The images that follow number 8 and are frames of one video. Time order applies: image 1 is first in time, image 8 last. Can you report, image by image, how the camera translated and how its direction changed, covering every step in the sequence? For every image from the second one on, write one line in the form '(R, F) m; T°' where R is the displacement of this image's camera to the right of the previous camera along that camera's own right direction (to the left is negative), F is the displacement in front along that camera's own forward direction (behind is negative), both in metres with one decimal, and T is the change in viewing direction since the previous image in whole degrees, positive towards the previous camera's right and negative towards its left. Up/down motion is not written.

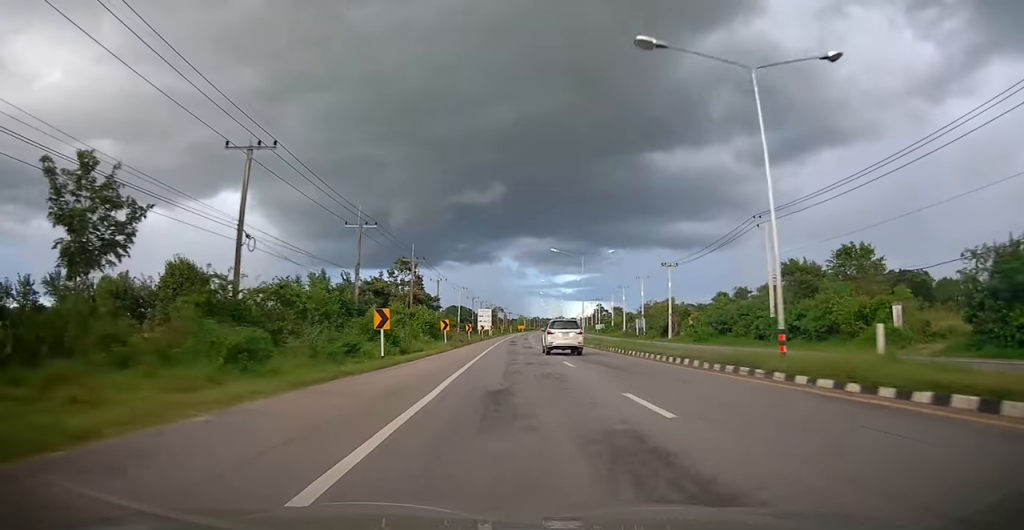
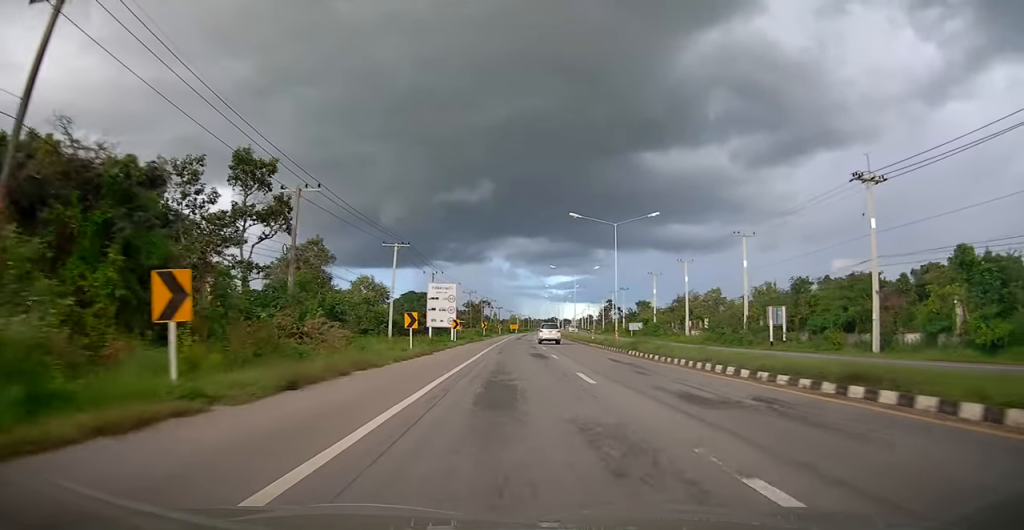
(-0.7, +53.9) m; -1°
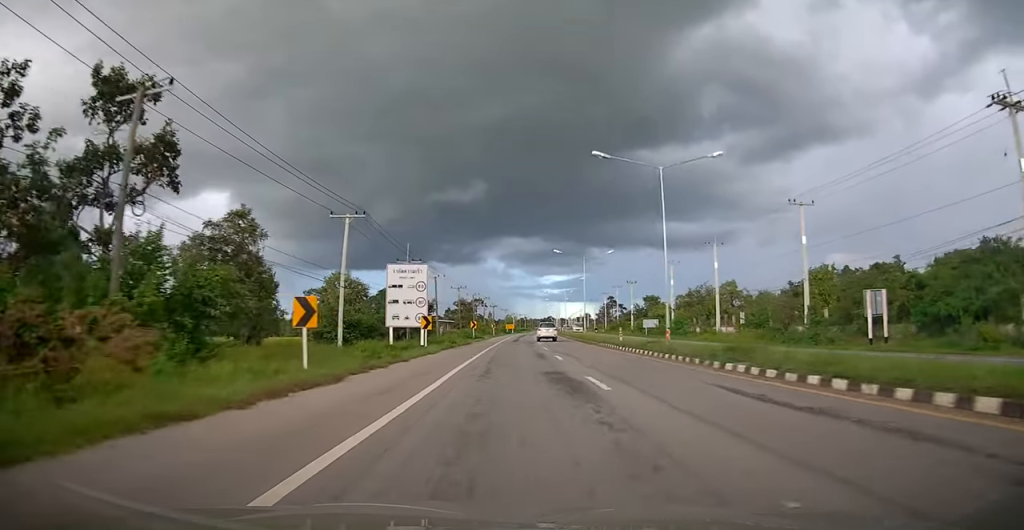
(+0.3, +14.0) m; +2°
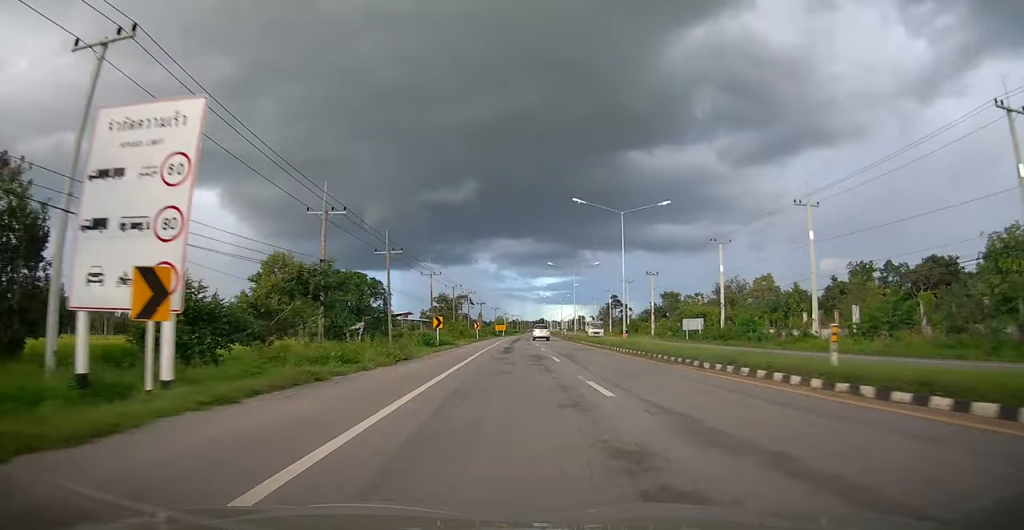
(+0.2, +24.7) m; 0°
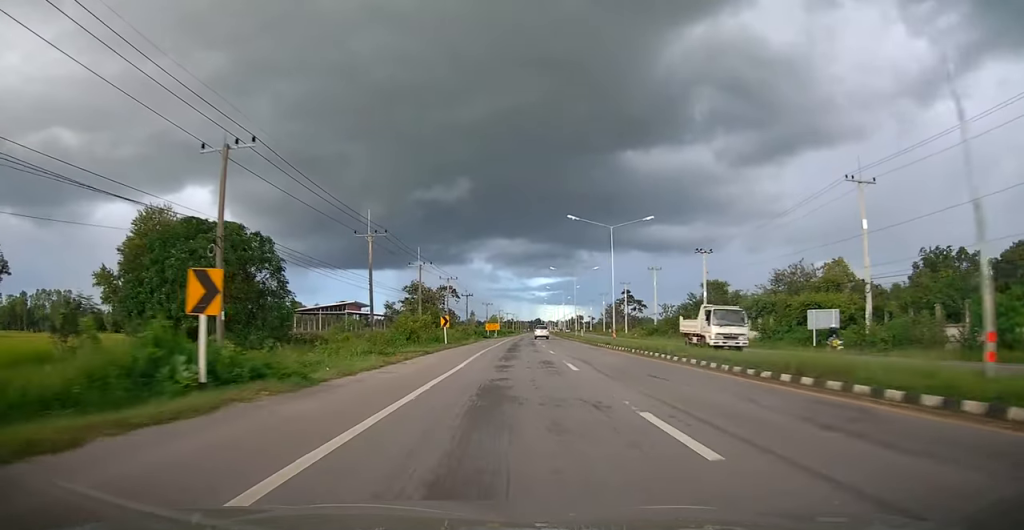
(0.0, +29.3) m; +1°
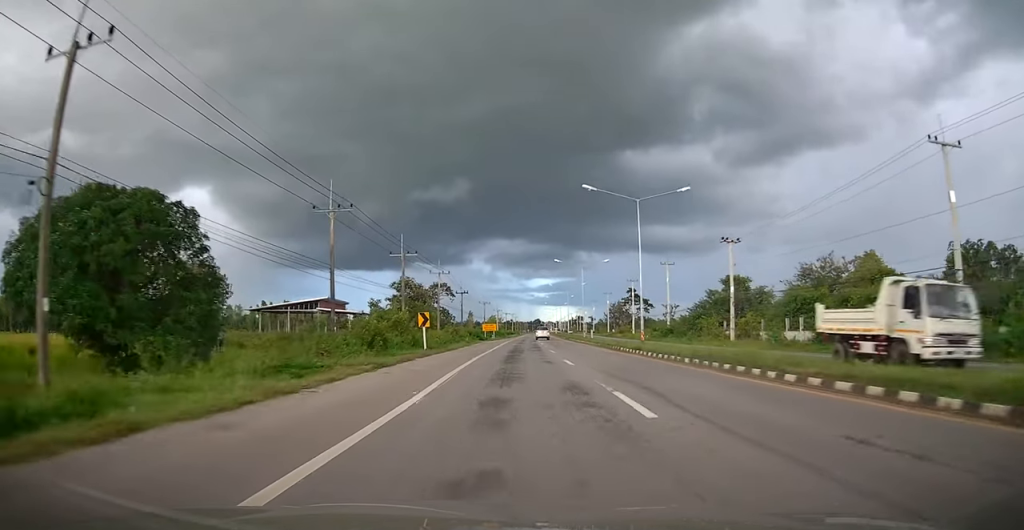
(-0.2, +9.1) m; +1°
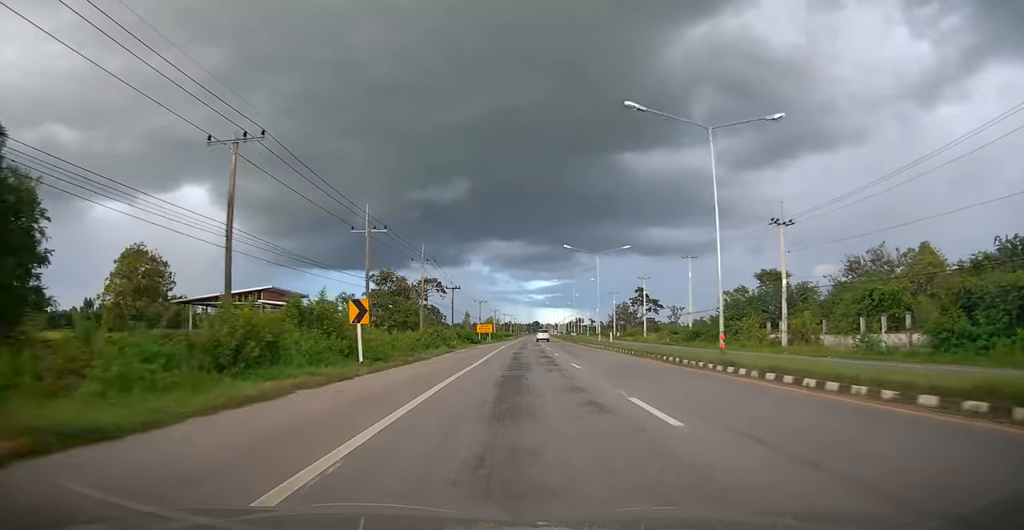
(+0.4, +12.7) m; 0°
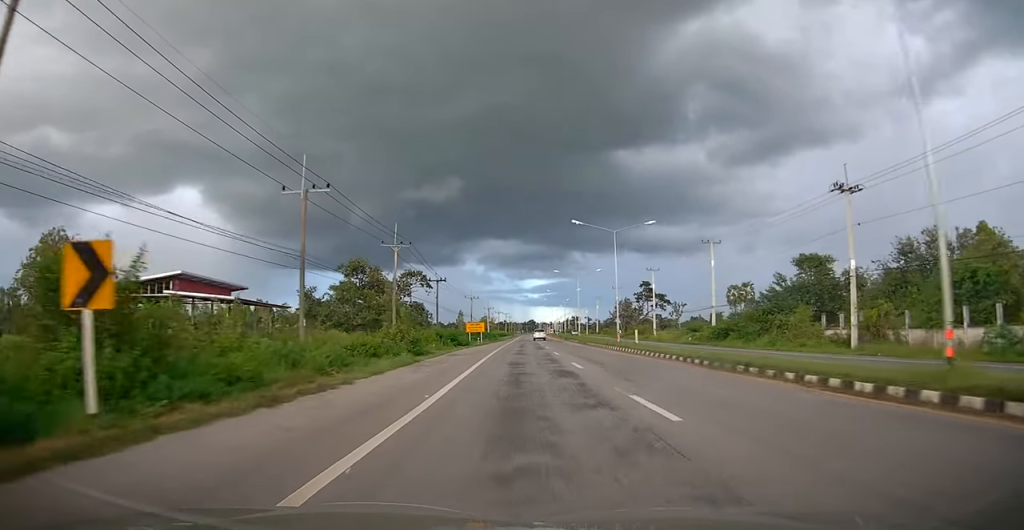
(+0.3, +11.6) m; 0°
